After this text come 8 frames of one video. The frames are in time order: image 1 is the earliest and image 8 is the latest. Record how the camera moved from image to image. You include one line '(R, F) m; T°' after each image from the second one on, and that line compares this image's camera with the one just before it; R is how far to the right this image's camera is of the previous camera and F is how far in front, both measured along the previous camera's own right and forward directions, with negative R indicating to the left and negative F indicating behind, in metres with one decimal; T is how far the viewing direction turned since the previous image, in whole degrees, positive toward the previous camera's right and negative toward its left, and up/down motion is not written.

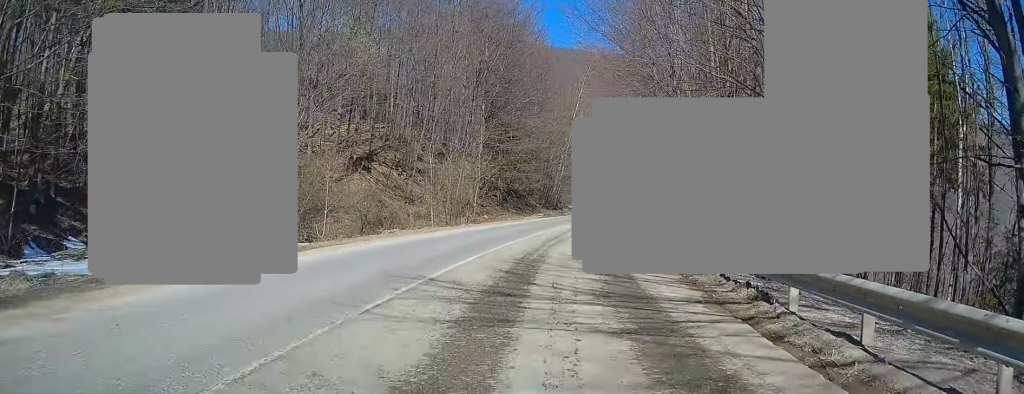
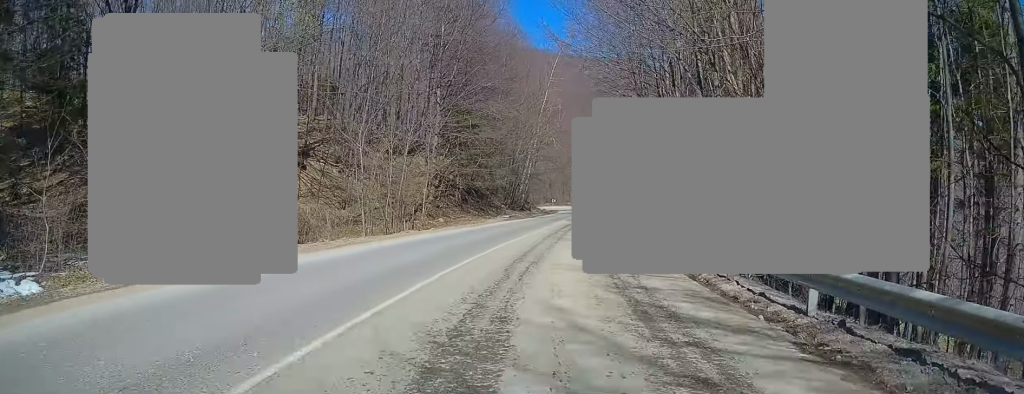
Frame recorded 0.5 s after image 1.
(+0.1, +8.4) m; +2°
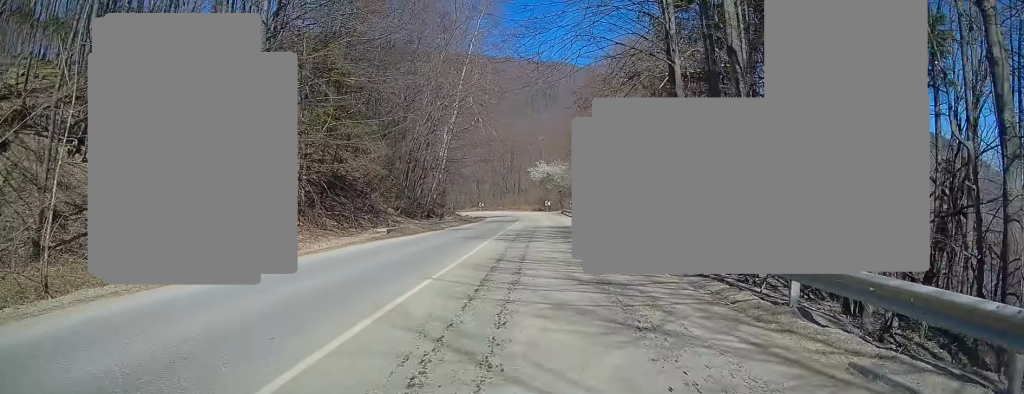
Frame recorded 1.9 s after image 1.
(+1.5, +24.0) m; +6°
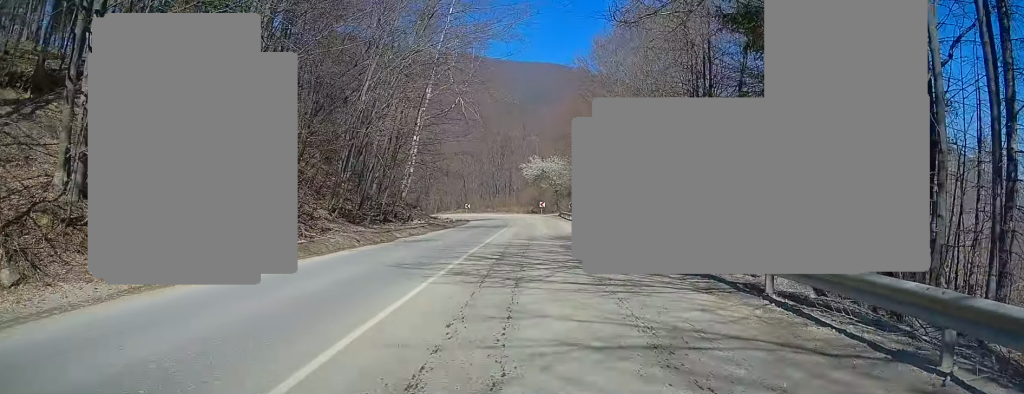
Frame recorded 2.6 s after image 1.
(+0.2, +11.1) m; +1°
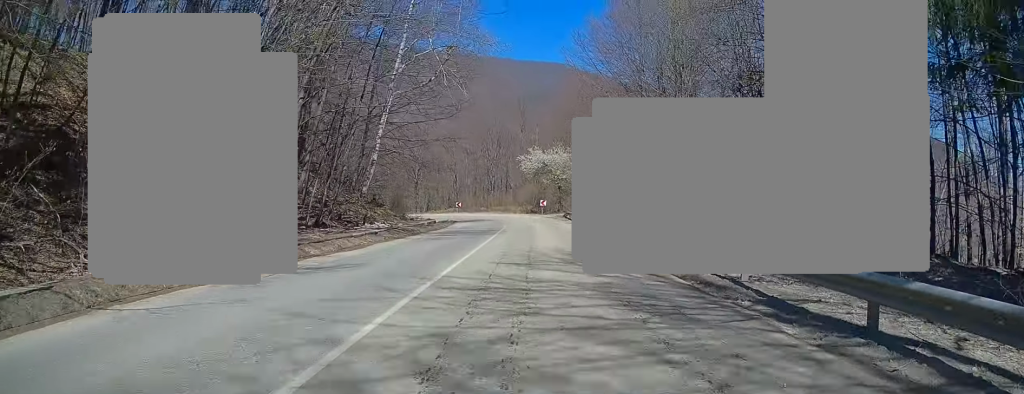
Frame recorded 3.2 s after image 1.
(0.0, +10.6) m; 0°
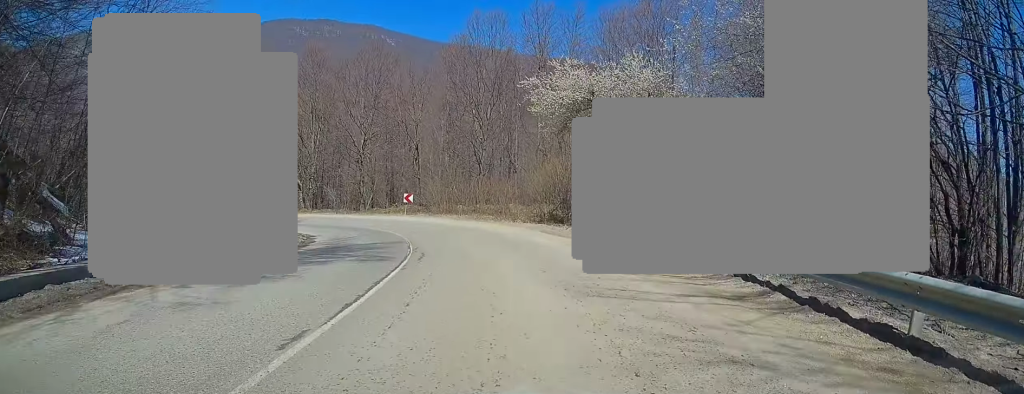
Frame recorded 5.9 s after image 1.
(-1.0, +40.2) m; -8°
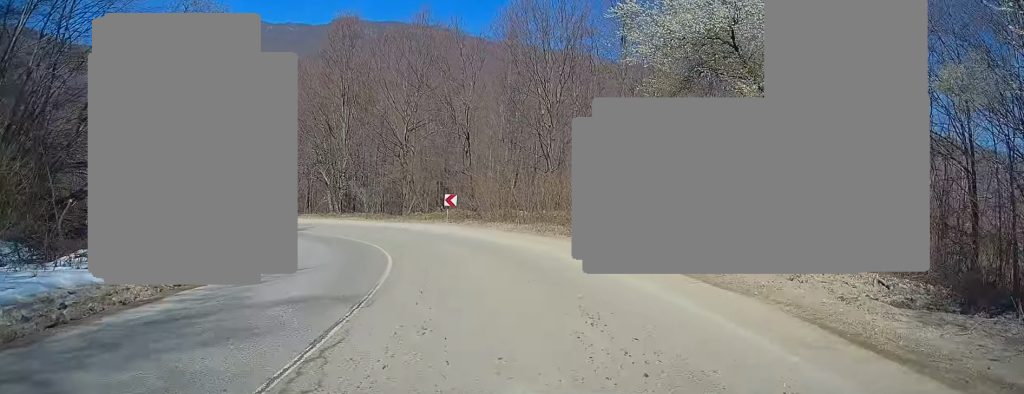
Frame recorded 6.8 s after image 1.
(-0.7, +10.5) m; -8°
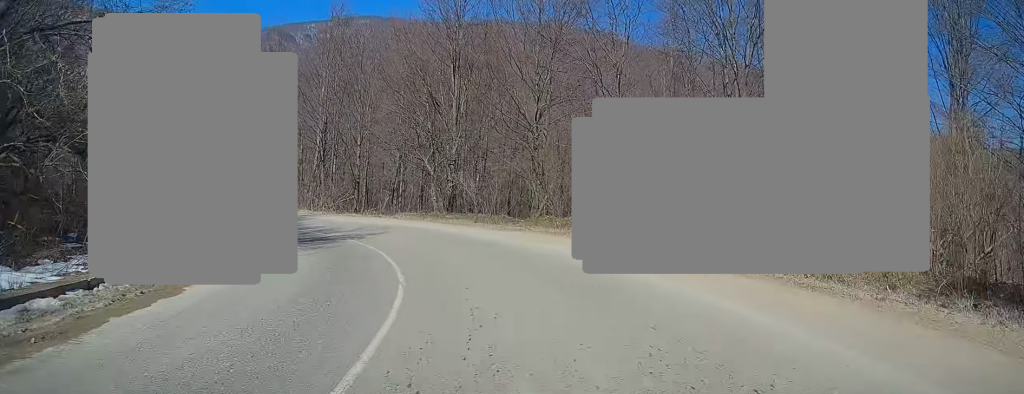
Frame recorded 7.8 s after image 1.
(-1.0, +11.5) m; -12°
